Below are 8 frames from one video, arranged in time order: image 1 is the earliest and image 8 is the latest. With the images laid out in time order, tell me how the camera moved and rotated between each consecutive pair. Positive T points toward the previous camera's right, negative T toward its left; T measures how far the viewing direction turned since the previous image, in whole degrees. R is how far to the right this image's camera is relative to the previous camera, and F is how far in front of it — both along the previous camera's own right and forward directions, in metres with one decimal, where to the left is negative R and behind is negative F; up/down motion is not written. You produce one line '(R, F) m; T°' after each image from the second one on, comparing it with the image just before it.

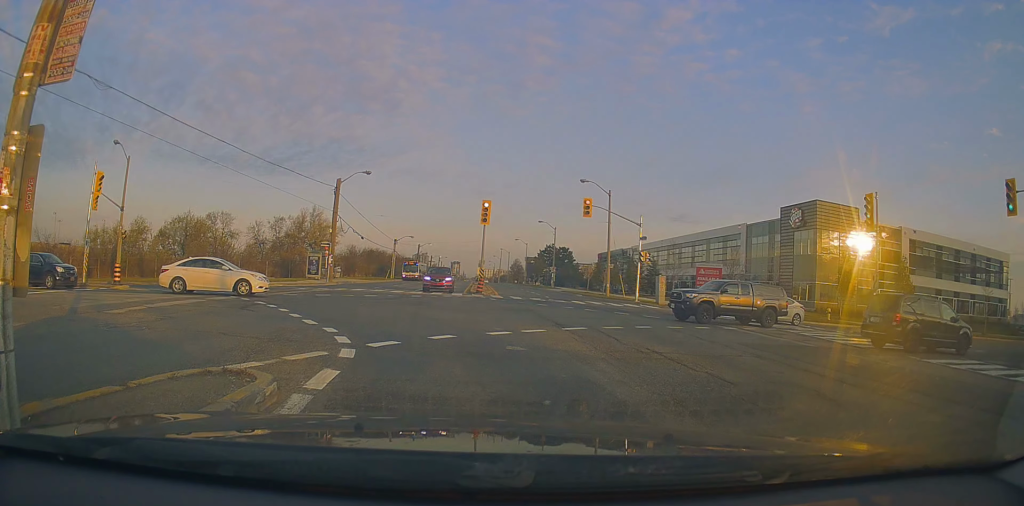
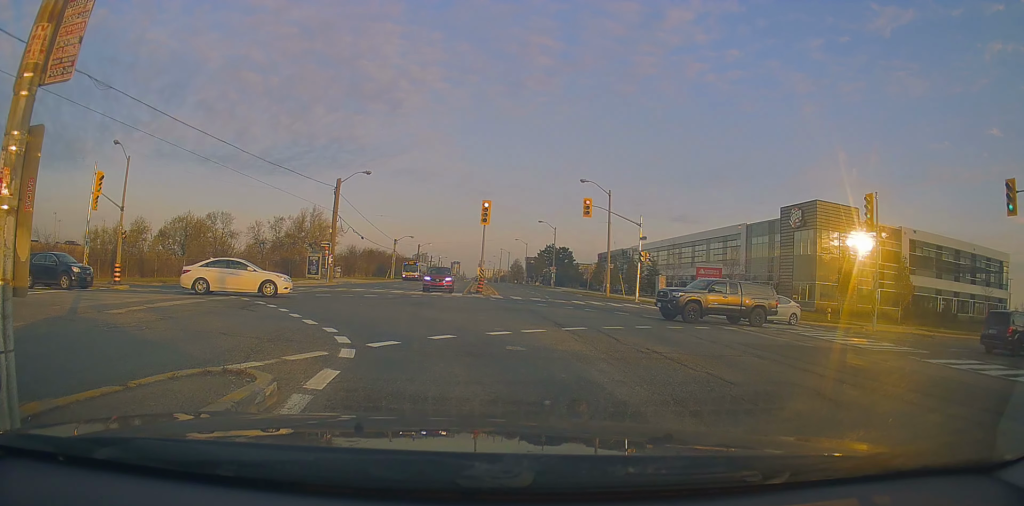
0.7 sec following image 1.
(0.0, 0.0) m; 0°
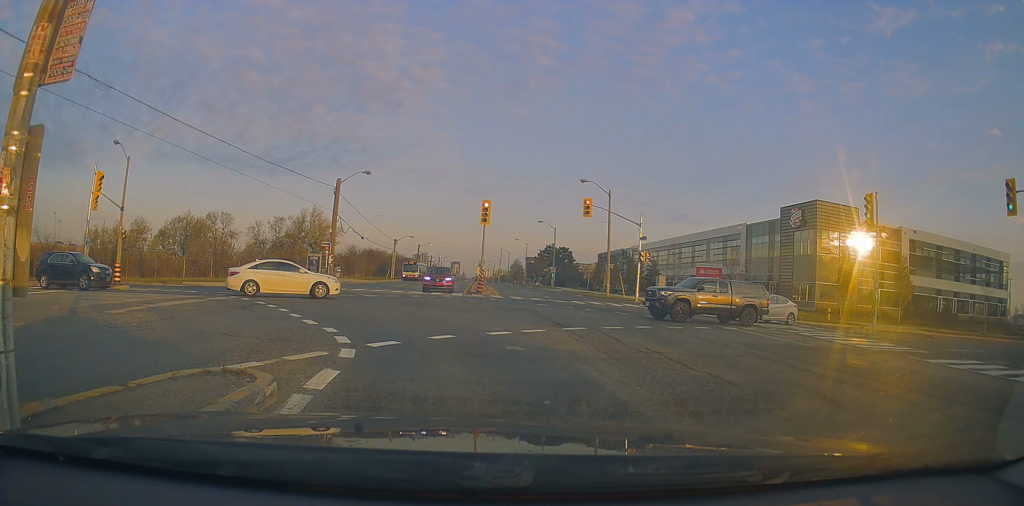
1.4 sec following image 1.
(0.0, 0.0) m; 0°
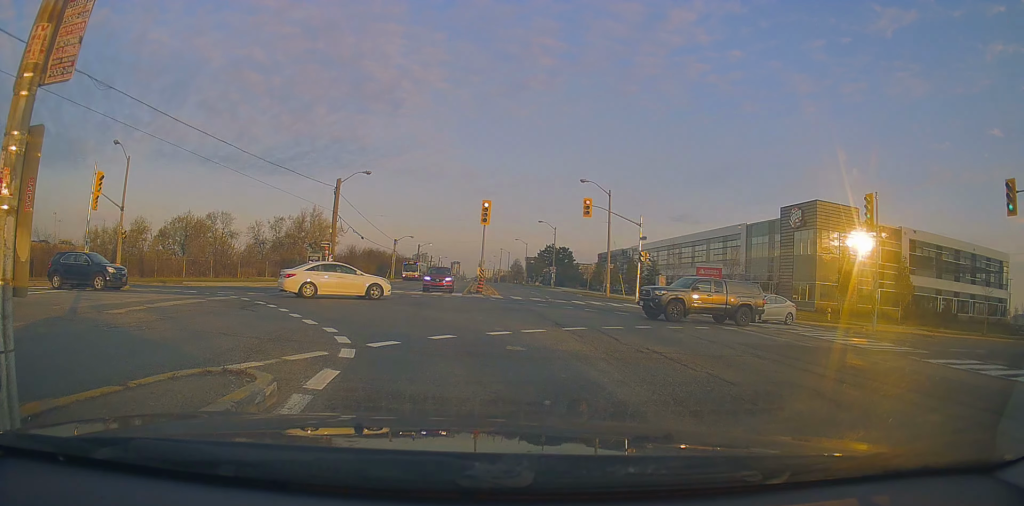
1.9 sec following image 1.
(0.0, 0.0) m; 0°
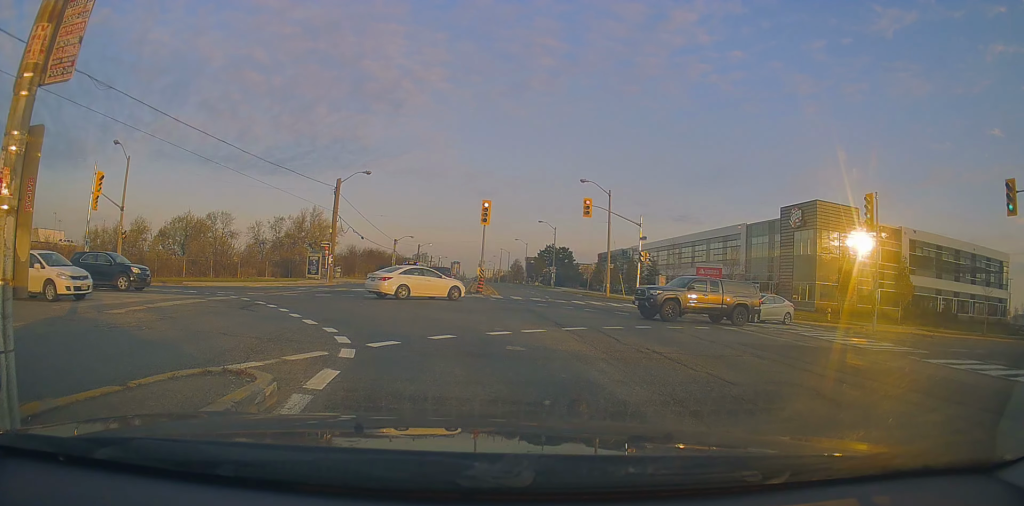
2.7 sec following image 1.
(0.0, 0.0) m; 0°
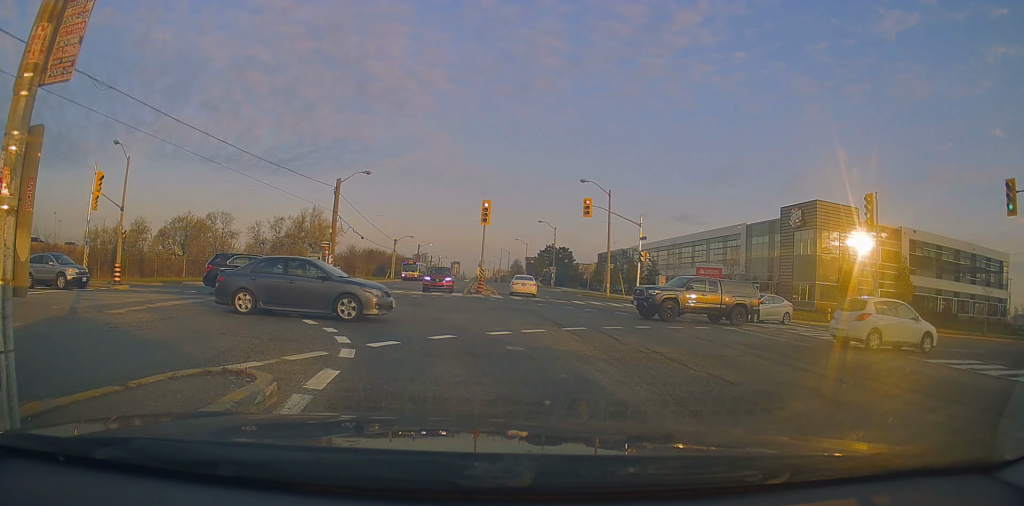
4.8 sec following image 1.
(0.0, 0.0) m; 0°
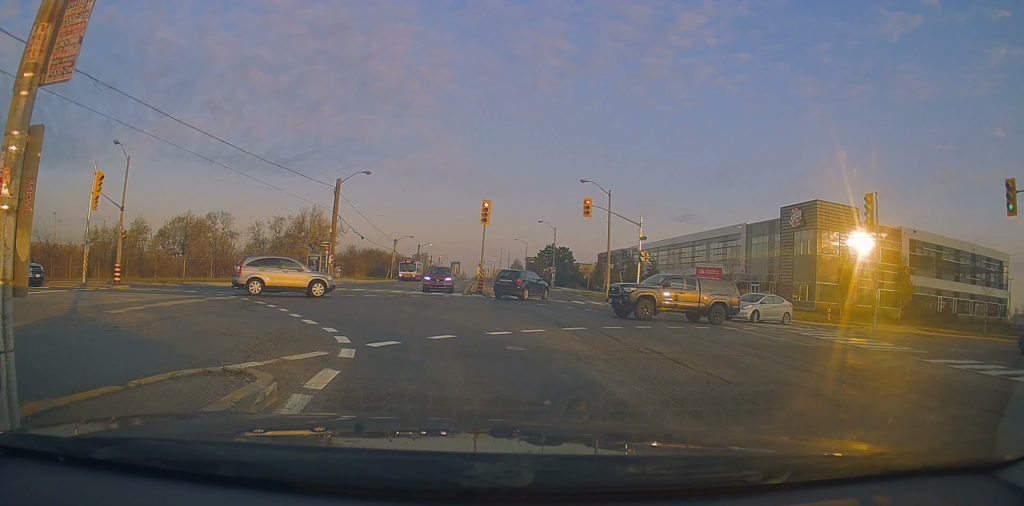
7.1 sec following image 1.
(0.0, 0.0) m; 0°
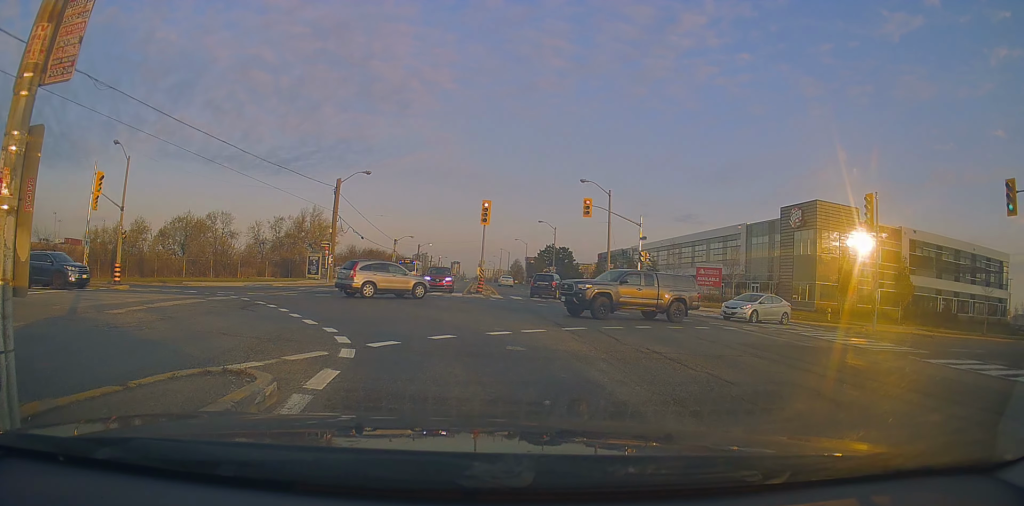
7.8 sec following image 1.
(0.0, 0.0) m; 0°
